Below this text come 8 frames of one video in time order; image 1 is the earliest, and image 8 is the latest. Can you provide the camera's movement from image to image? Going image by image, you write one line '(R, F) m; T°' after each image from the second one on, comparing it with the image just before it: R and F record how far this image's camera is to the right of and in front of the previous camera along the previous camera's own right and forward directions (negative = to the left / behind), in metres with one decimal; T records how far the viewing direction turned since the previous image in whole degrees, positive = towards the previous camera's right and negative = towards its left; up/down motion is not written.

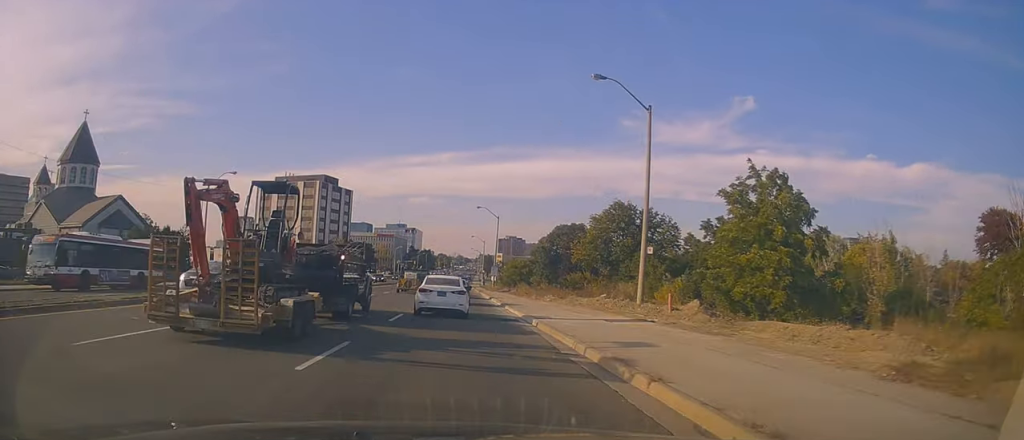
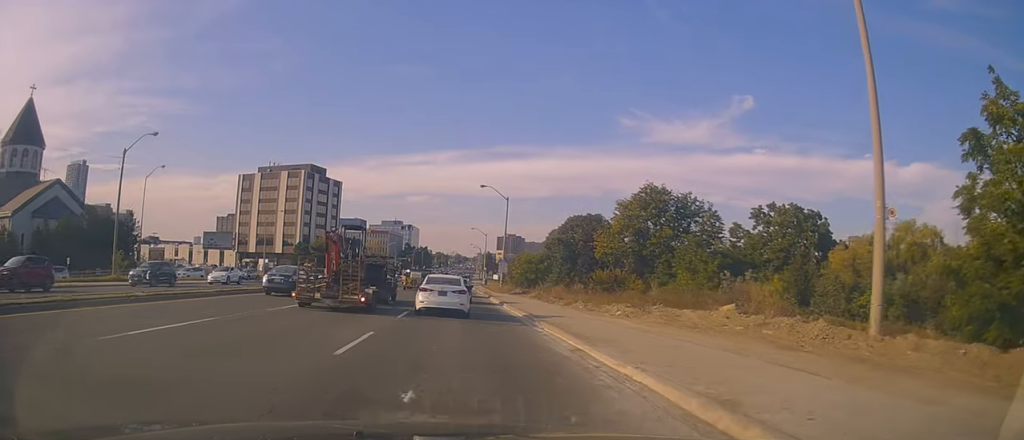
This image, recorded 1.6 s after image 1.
(+1.1, +18.7) m; +2°
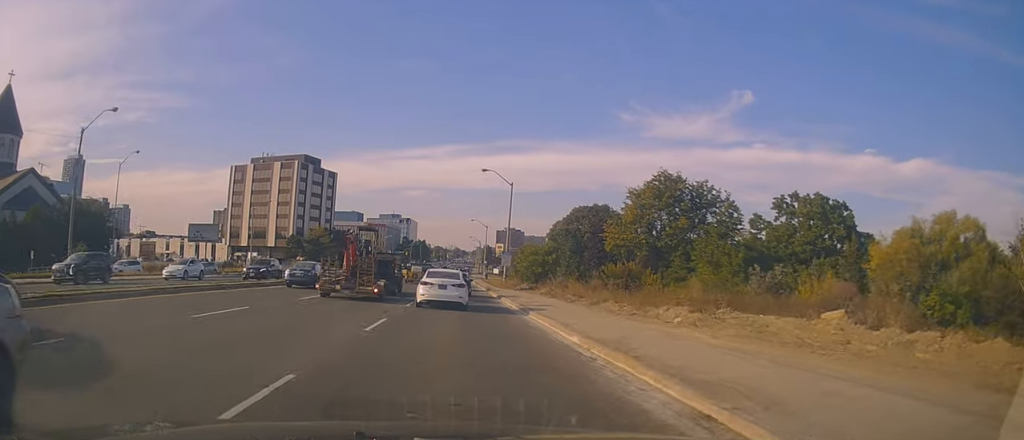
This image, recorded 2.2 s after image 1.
(-0.6, +6.4) m; -2°
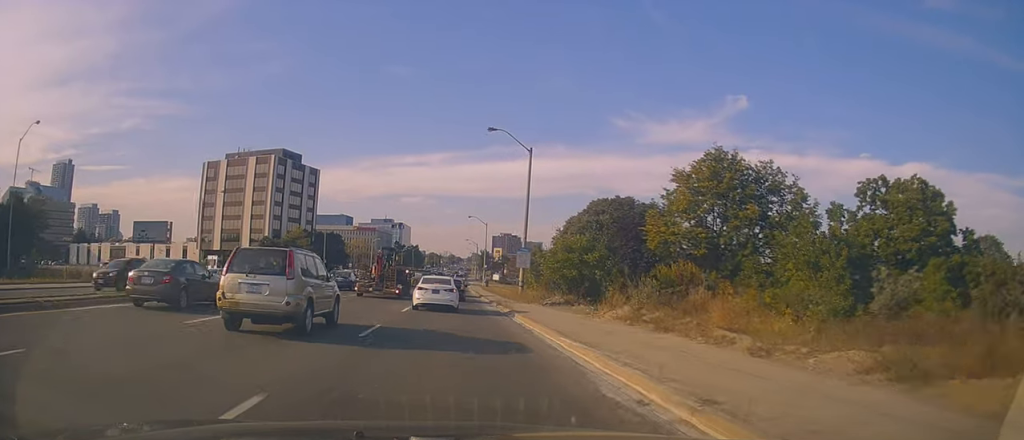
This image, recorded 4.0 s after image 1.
(+0.3, +18.3) m; +3°
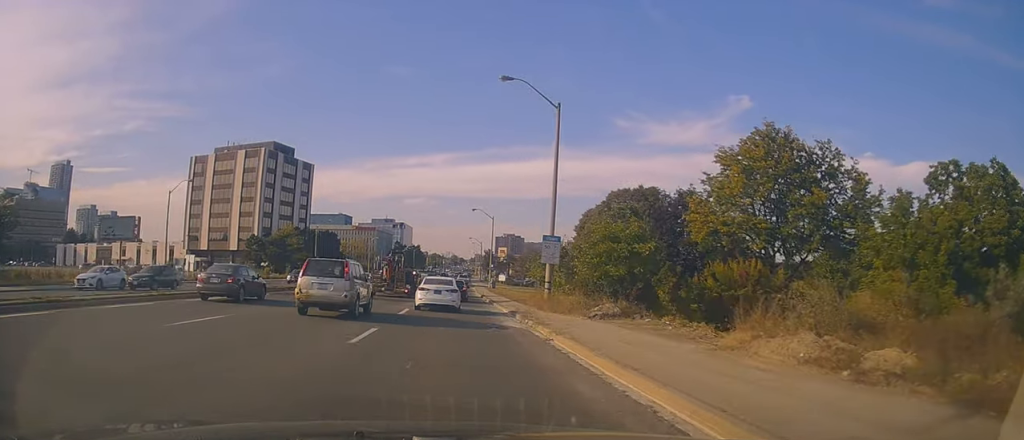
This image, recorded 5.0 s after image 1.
(-0.1, +10.0) m; -3°
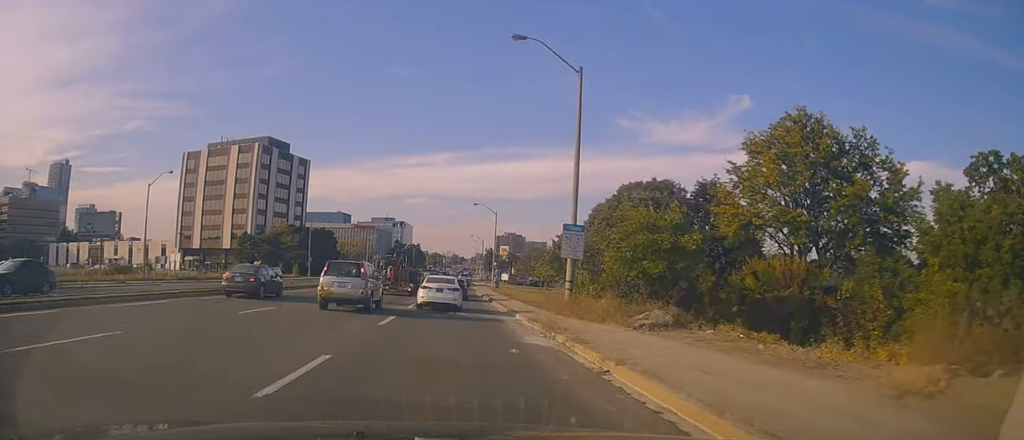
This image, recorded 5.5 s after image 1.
(-0.7, +5.0) m; 0°
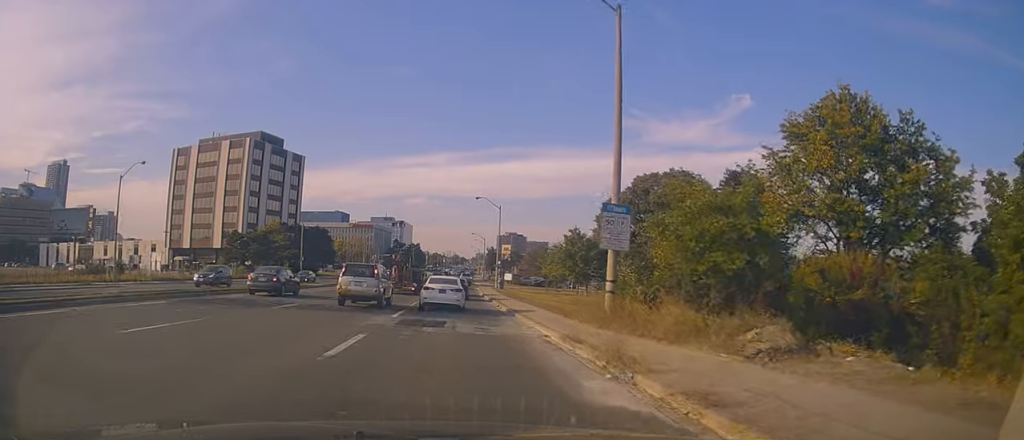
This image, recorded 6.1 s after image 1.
(+0.4, +6.1) m; +1°
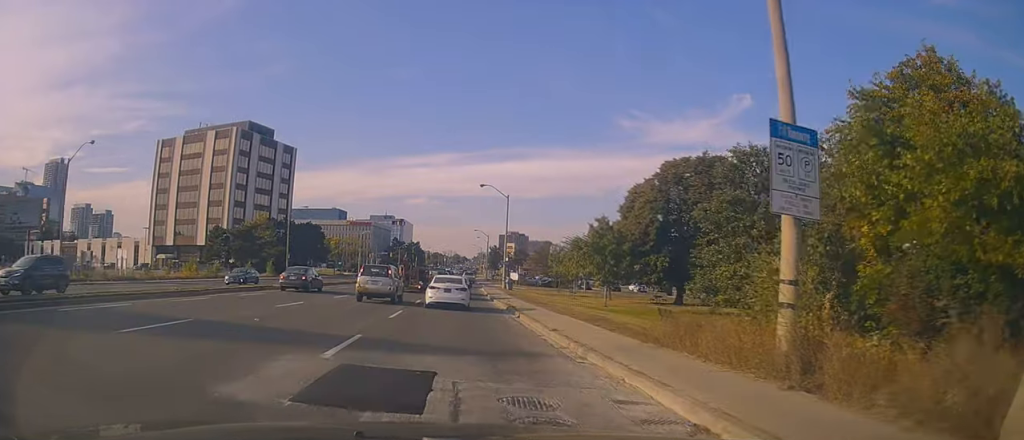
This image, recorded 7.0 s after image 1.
(+0.4, +9.5) m; 0°
